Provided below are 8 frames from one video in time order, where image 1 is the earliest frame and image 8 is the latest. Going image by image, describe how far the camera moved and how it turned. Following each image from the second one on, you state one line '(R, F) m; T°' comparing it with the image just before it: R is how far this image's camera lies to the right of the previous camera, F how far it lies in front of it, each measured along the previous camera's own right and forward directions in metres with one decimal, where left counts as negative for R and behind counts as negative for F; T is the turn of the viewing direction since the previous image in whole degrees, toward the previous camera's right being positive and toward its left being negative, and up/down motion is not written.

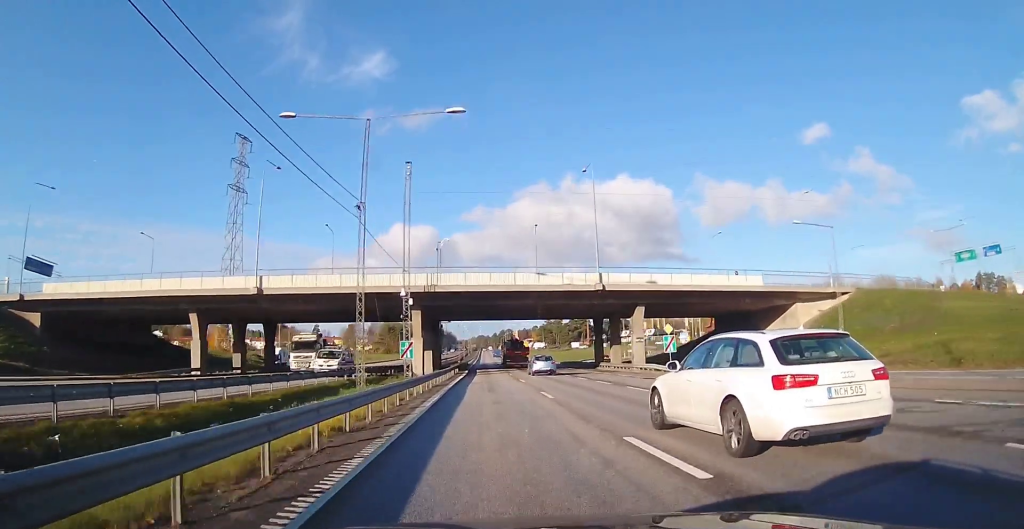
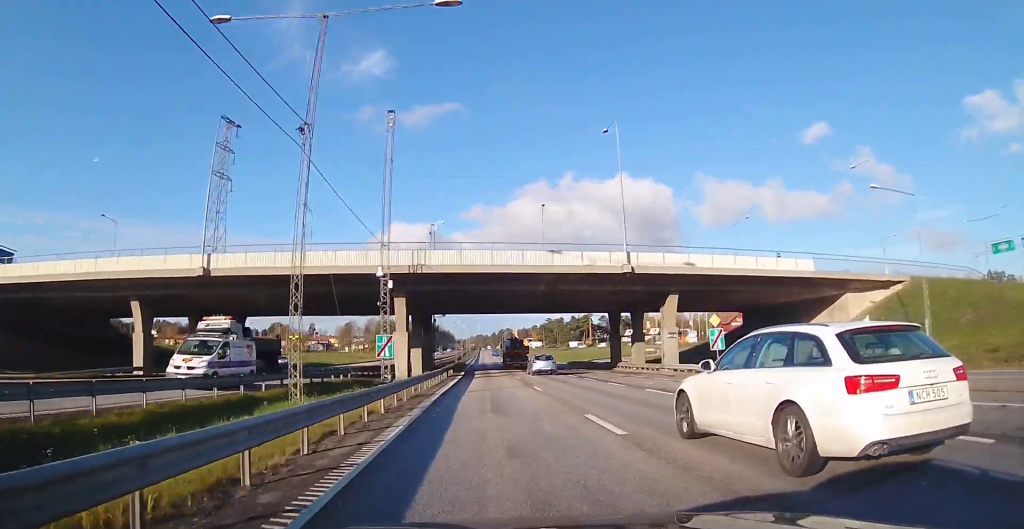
(-0.3, +8.6) m; 0°
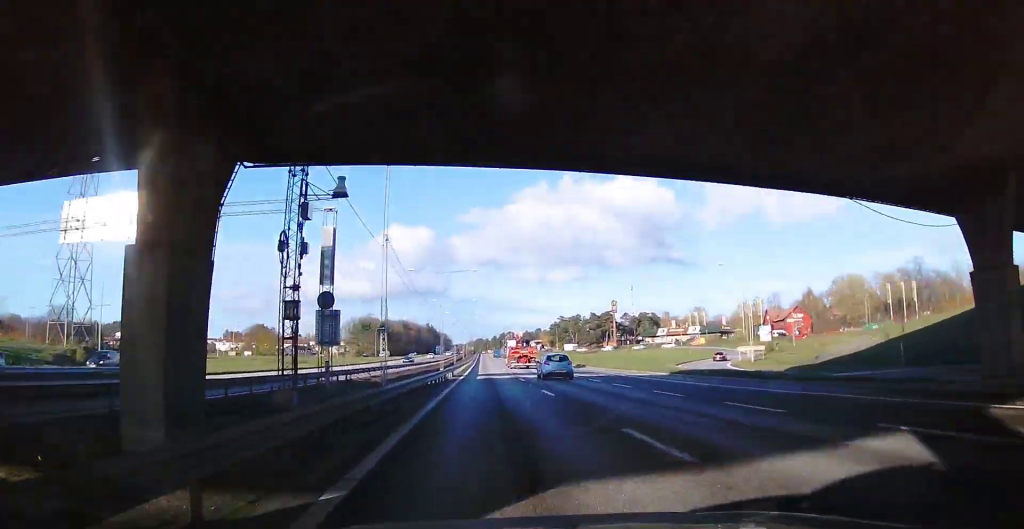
(0.0, +45.1) m; +1°
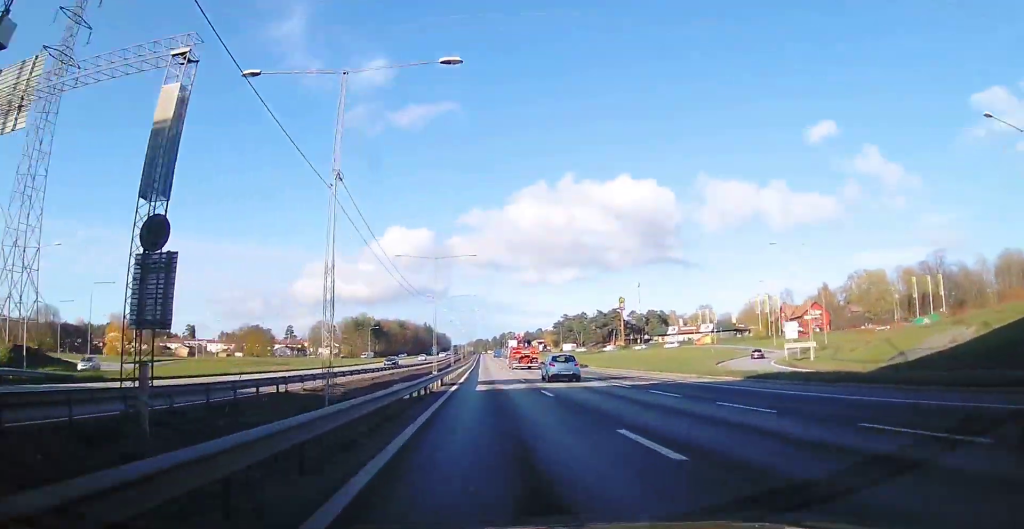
(+0.2, +11.4) m; 0°
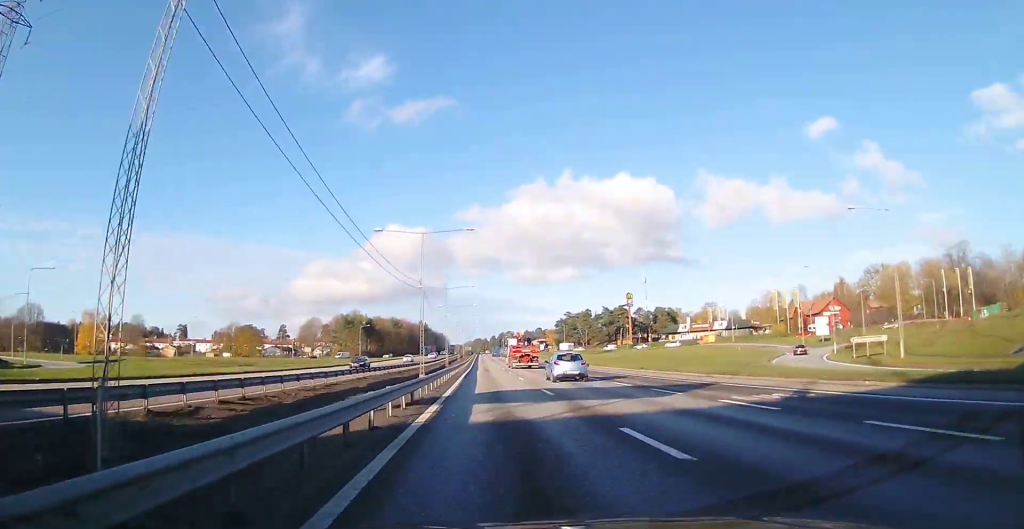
(-0.2, +12.0) m; 0°
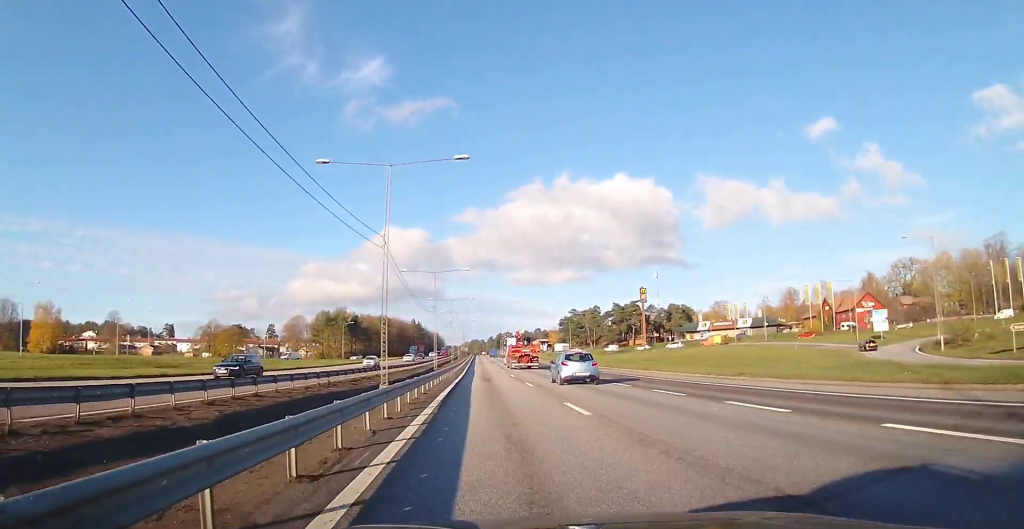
(0.0, +18.3) m; 0°
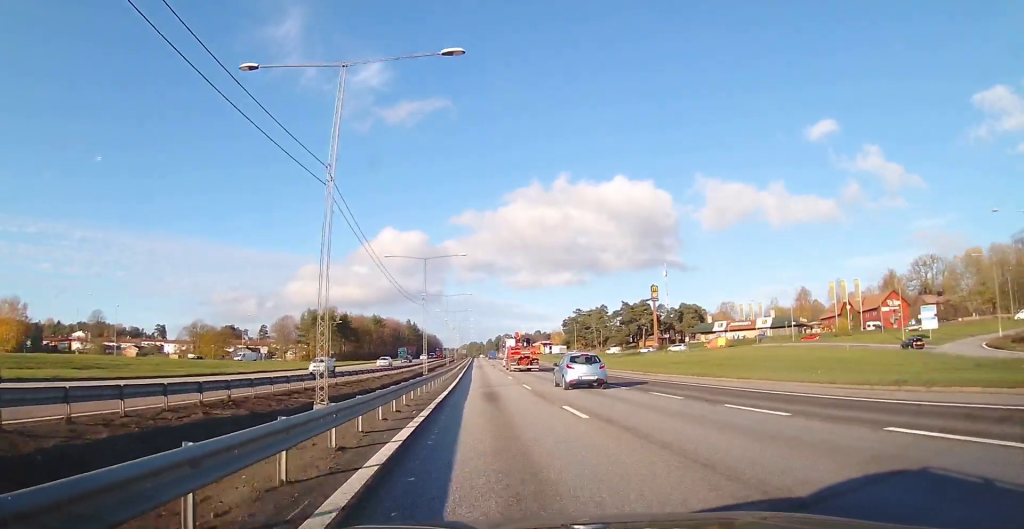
(+0.1, +12.0) m; +1°
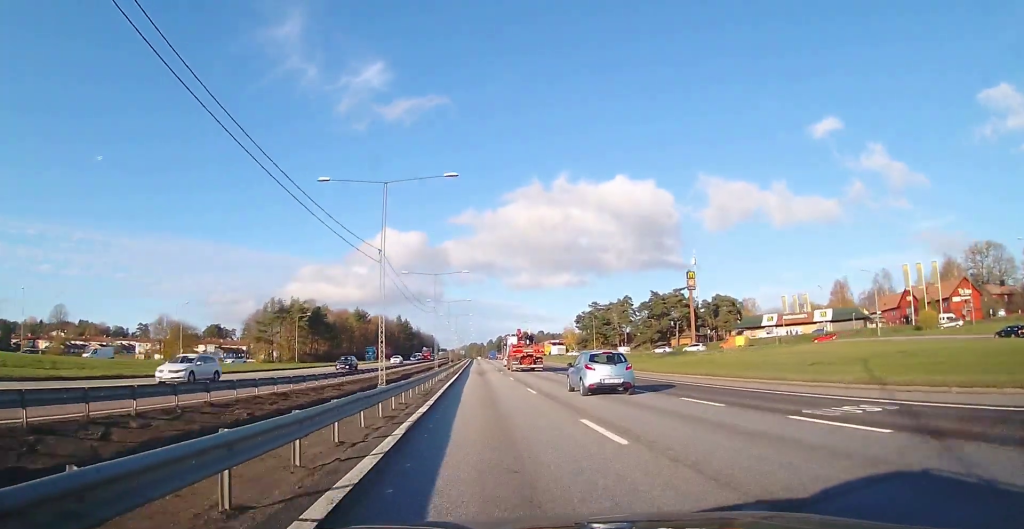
(+0.2, +26.9) m; 0°
